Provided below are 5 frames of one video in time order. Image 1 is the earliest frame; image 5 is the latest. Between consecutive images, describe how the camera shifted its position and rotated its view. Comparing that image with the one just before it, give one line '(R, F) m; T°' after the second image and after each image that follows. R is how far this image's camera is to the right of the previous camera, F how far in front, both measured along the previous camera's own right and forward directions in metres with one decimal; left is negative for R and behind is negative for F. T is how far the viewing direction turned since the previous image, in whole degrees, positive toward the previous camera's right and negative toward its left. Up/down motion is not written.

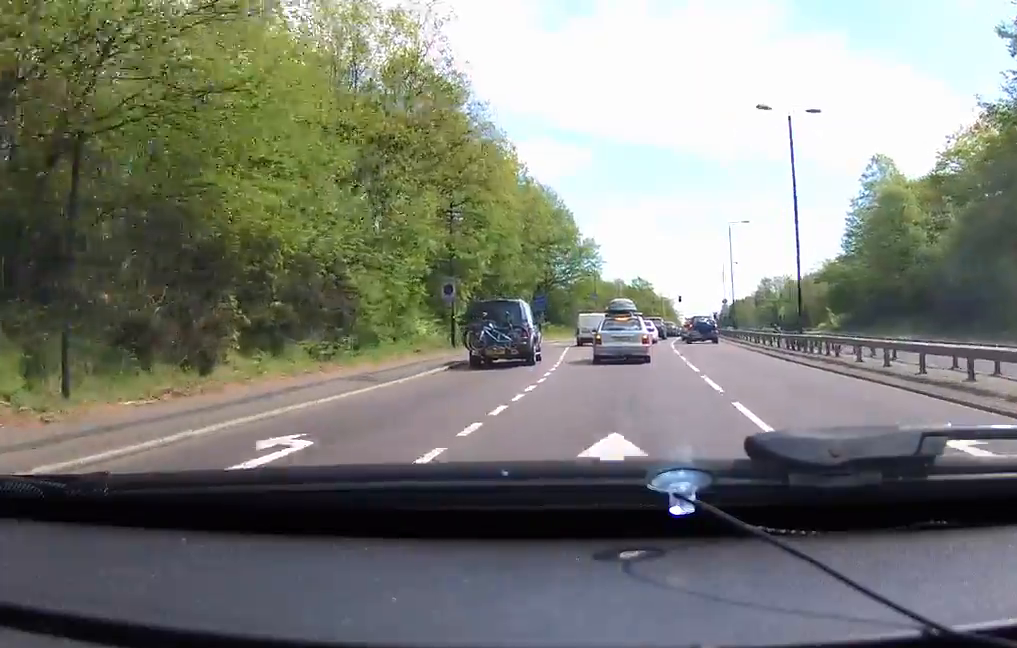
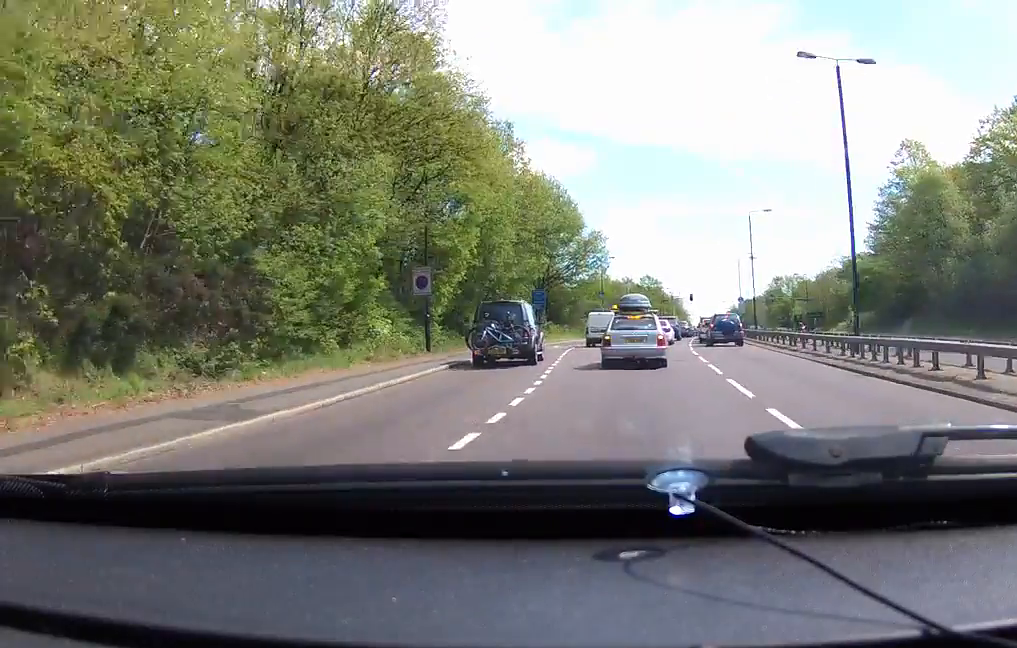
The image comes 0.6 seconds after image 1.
(0.0, +7.6) m; 0°
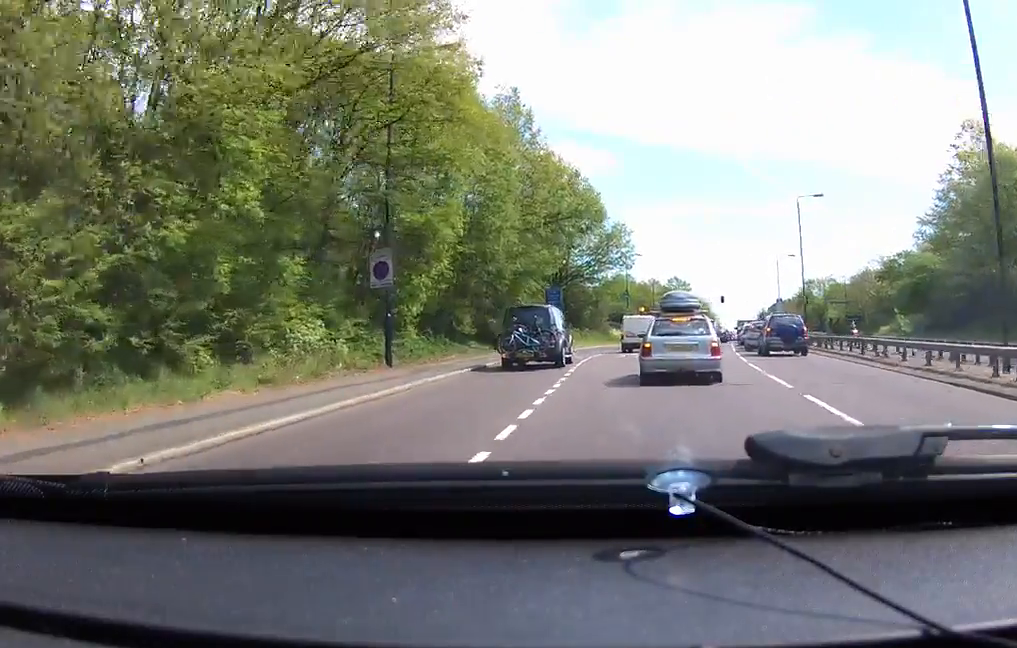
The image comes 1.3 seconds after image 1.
(0.0, +9.4) m; +2°
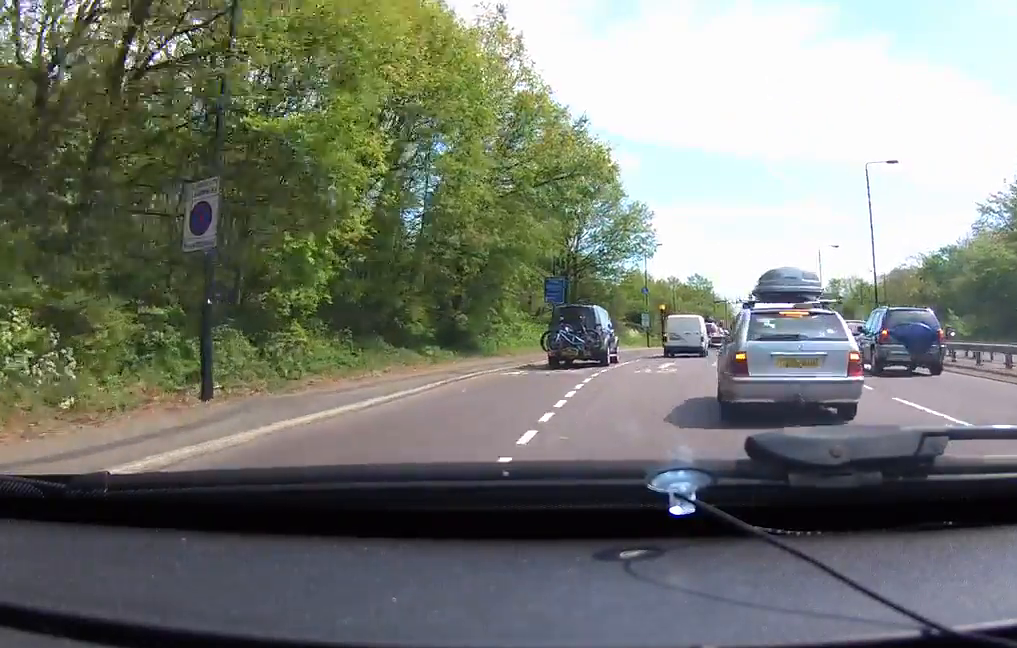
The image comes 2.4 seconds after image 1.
(+0.6, +11.8) m; +2°
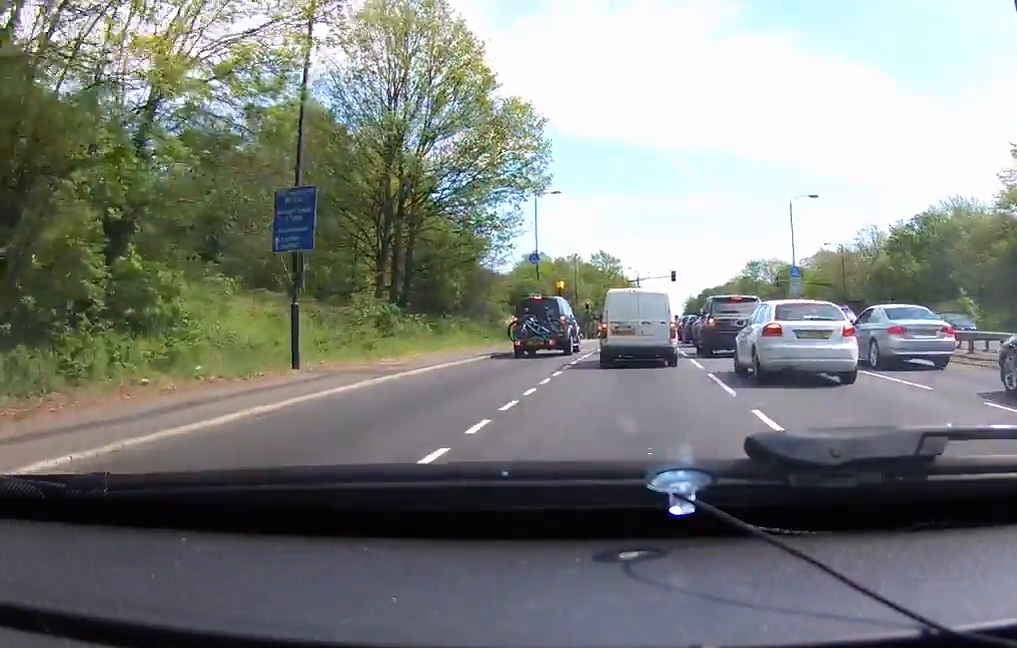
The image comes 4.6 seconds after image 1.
(-0.4, +24.5) m; +1°
